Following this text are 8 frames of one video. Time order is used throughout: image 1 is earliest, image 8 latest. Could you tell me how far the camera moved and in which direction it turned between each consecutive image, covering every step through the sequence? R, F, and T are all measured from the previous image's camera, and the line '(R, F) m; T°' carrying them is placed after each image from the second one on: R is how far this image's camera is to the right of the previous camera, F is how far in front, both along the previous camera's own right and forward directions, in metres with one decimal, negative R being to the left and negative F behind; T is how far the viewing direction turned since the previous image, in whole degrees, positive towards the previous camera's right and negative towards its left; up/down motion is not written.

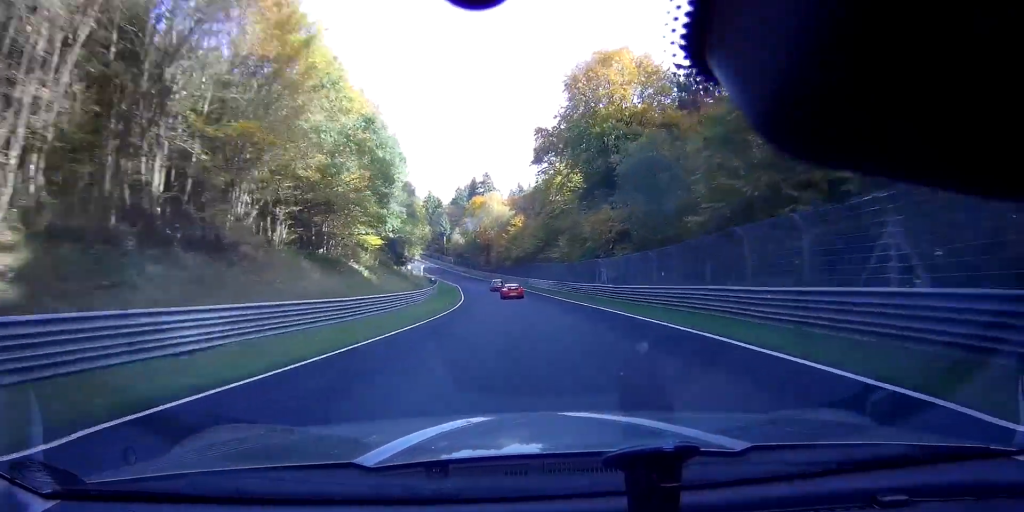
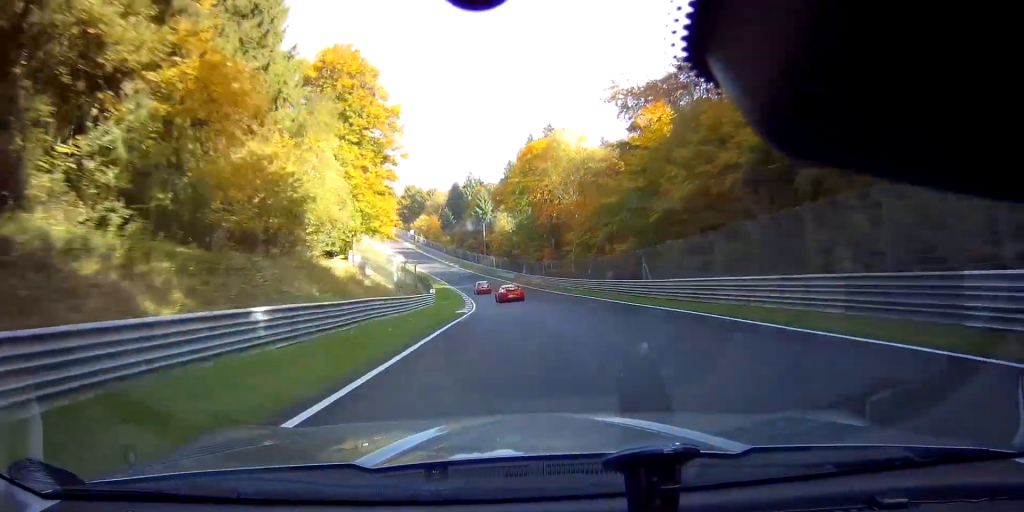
(-1.5, +68.9) m; -4°
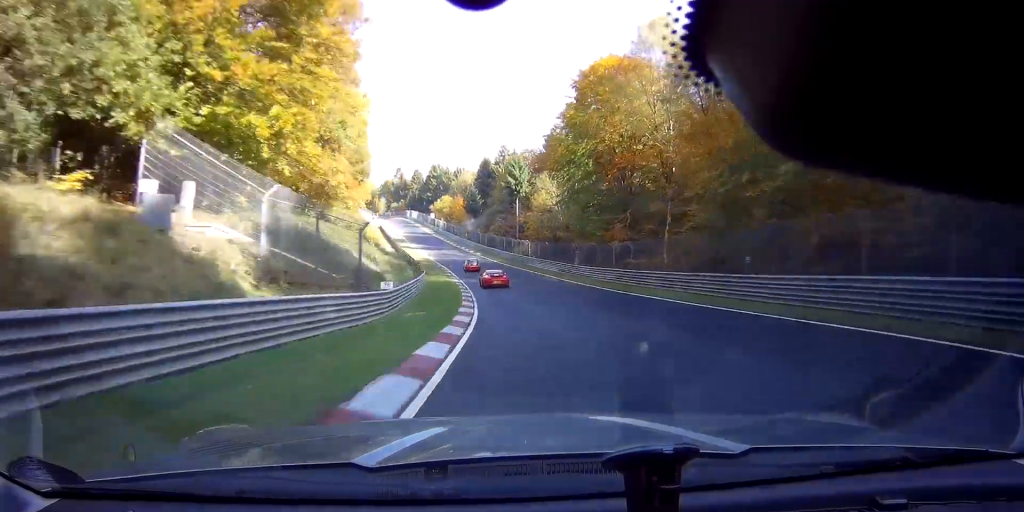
(-1.3, +28.9) m; -5°
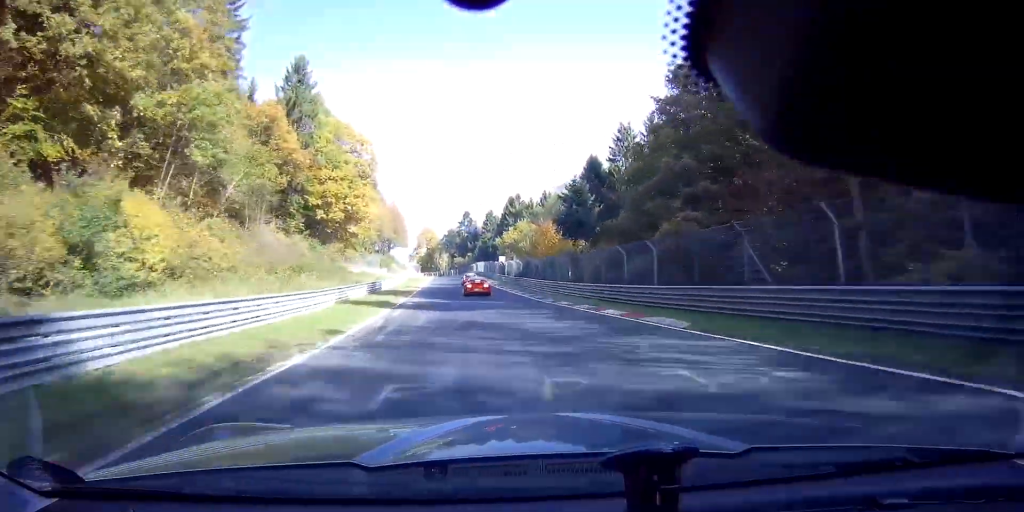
(-6.8, +67.9) m; -11°
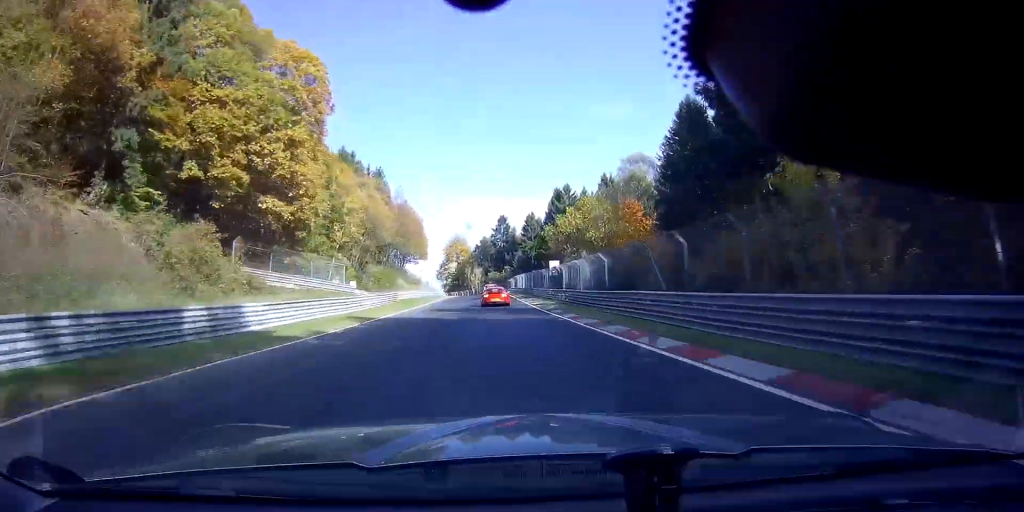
(-0.9, +30.8) m; -4°
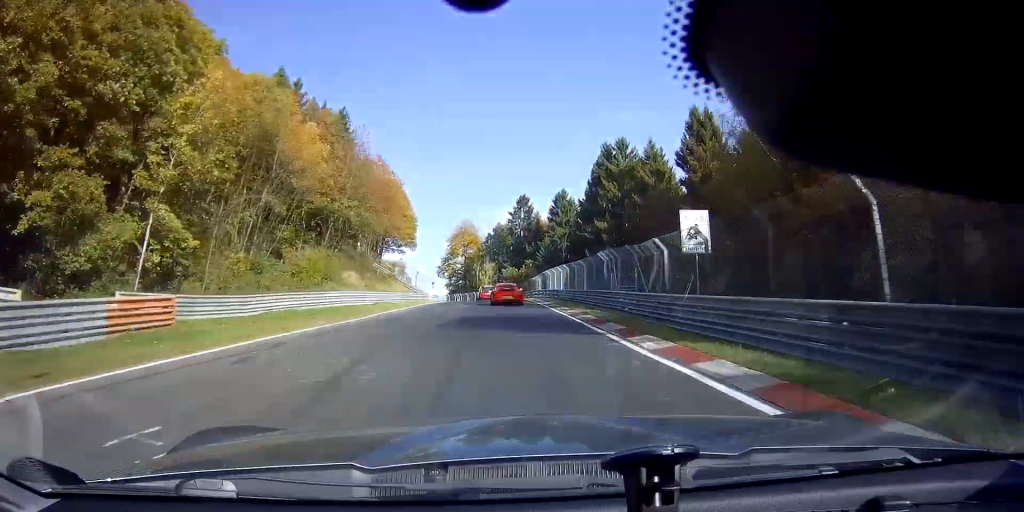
(-1.4, +36.6) m; -3°
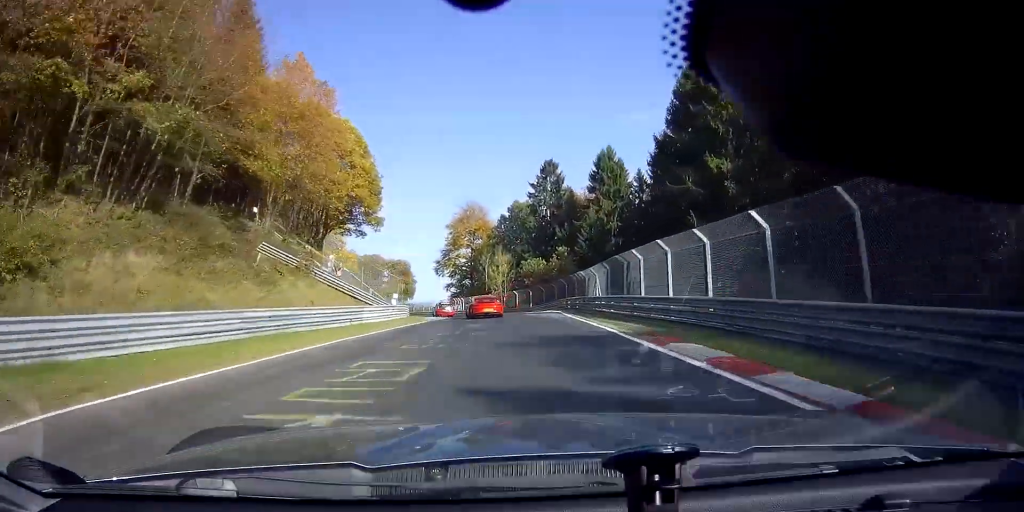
(-0.5, +36.2) m; -3°
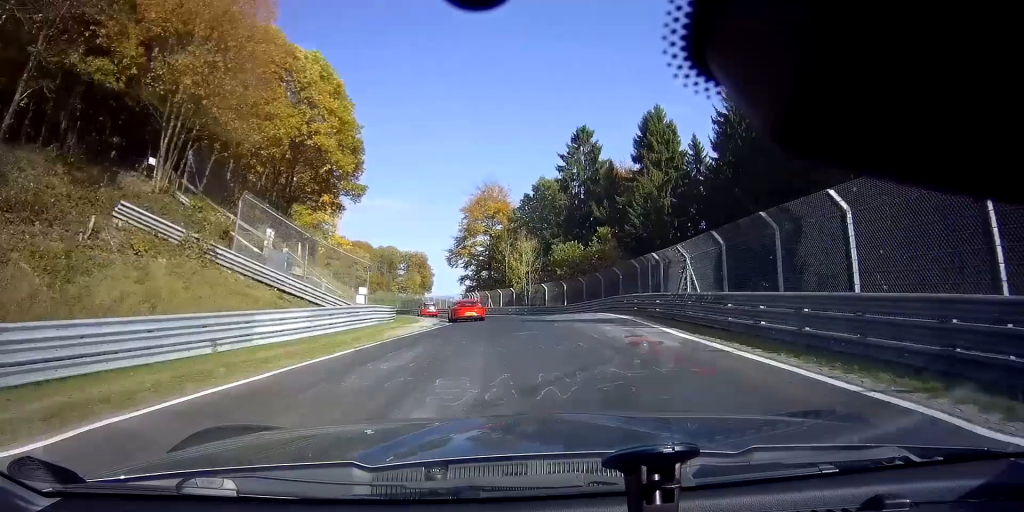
(-0.3, +15.2) m; -3°
